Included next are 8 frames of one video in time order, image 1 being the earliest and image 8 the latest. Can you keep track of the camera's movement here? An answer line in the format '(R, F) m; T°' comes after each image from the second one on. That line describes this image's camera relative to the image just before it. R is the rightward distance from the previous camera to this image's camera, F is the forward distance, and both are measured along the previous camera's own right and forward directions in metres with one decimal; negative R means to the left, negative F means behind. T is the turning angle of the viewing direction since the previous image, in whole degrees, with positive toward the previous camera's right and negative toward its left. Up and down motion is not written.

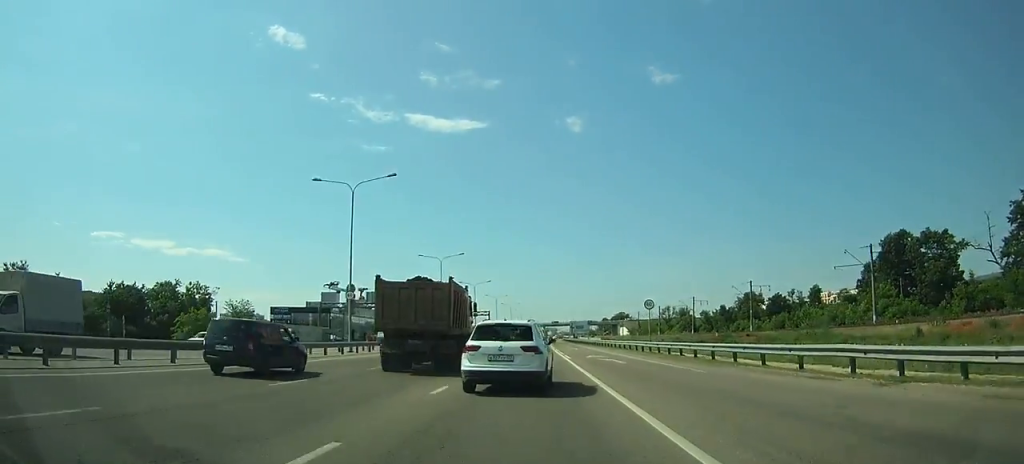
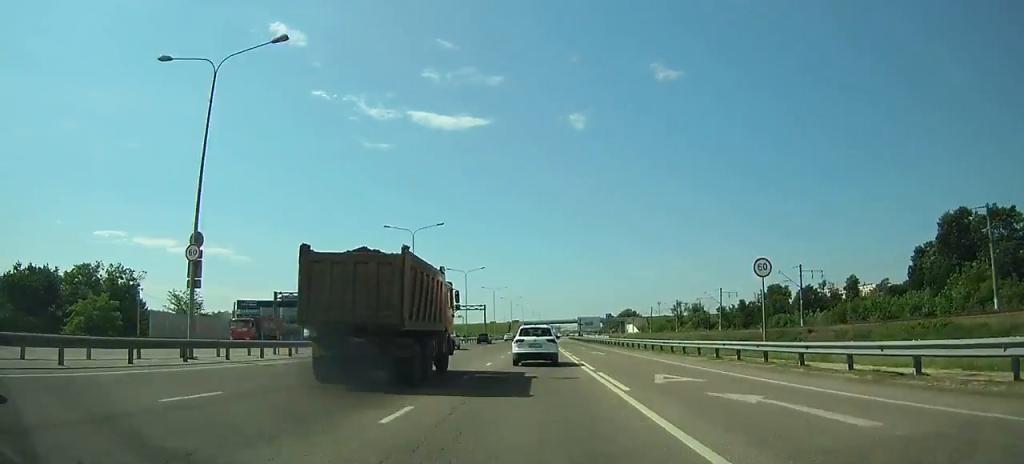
(0.0, +22.5) m; -1°
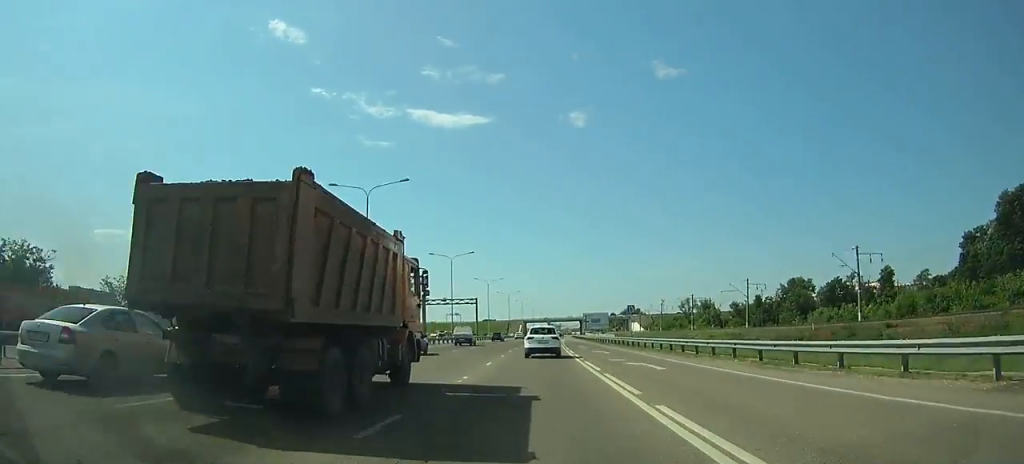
(-0.1, +17.3) m; 0°
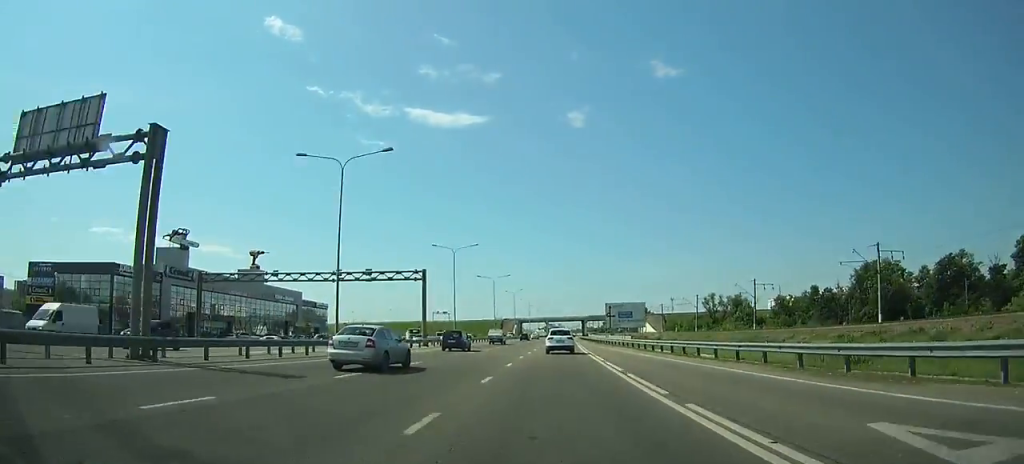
(+0.2, +45.1) m; +1°
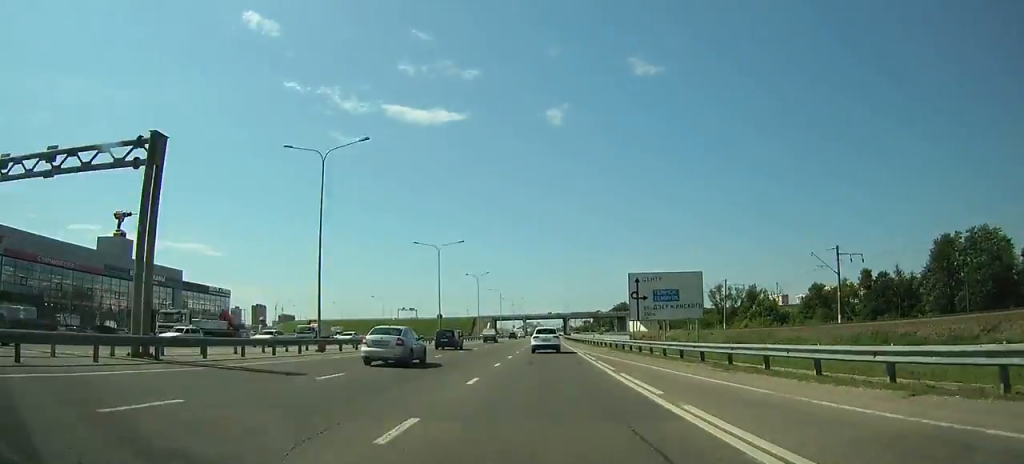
(+0.5, +39.4) m; +1°
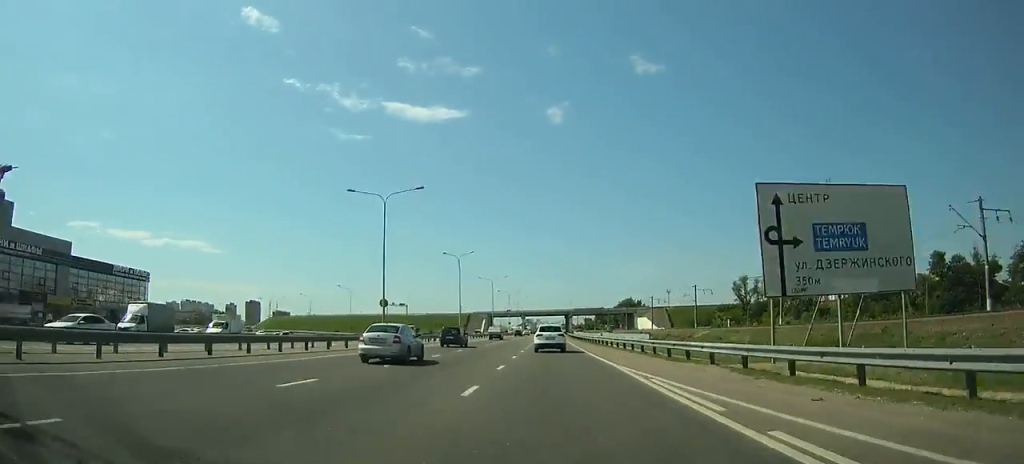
(+0.4, +28.0) m; 0°
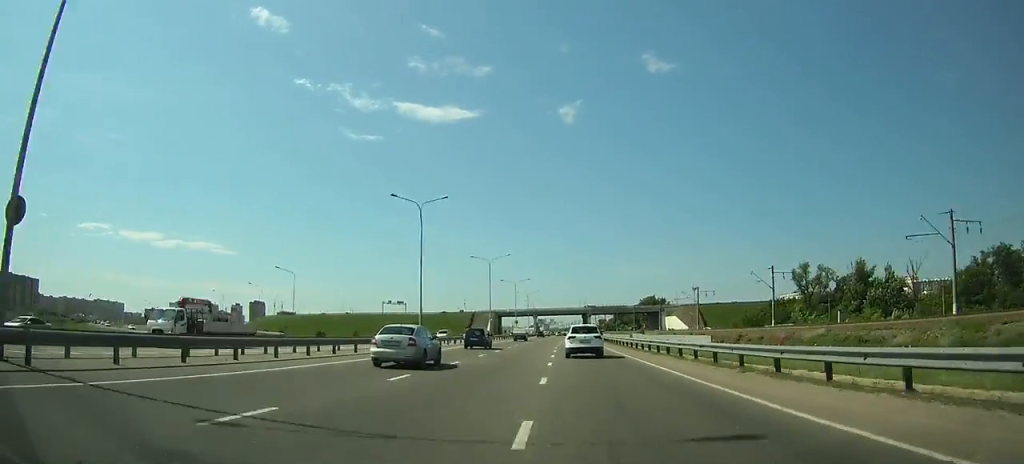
(0.0, +37.7) m; 0°
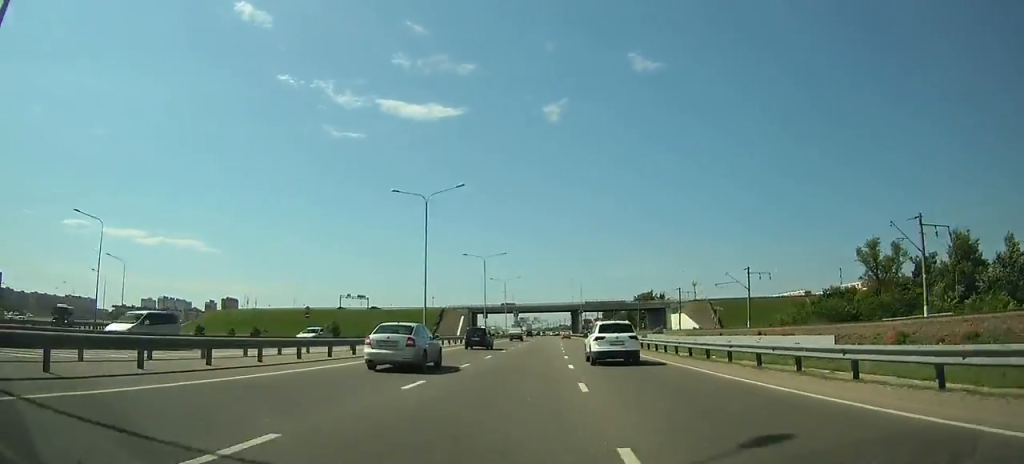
(0.0, +43.6) m; +1°
